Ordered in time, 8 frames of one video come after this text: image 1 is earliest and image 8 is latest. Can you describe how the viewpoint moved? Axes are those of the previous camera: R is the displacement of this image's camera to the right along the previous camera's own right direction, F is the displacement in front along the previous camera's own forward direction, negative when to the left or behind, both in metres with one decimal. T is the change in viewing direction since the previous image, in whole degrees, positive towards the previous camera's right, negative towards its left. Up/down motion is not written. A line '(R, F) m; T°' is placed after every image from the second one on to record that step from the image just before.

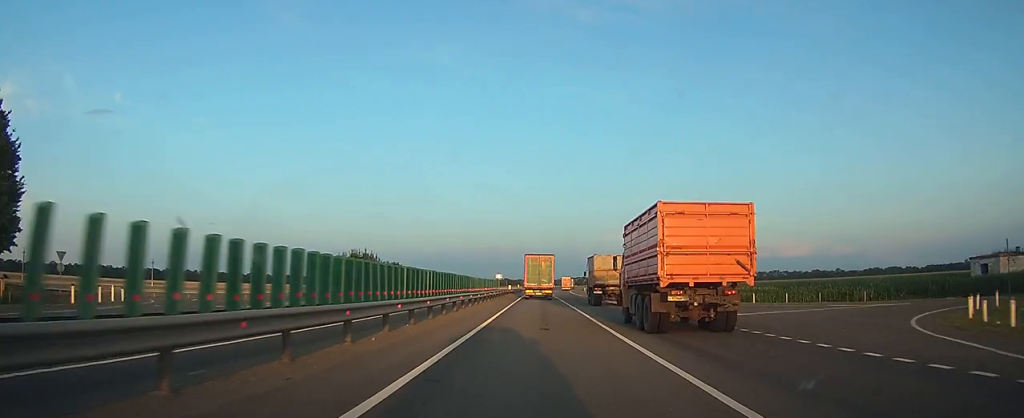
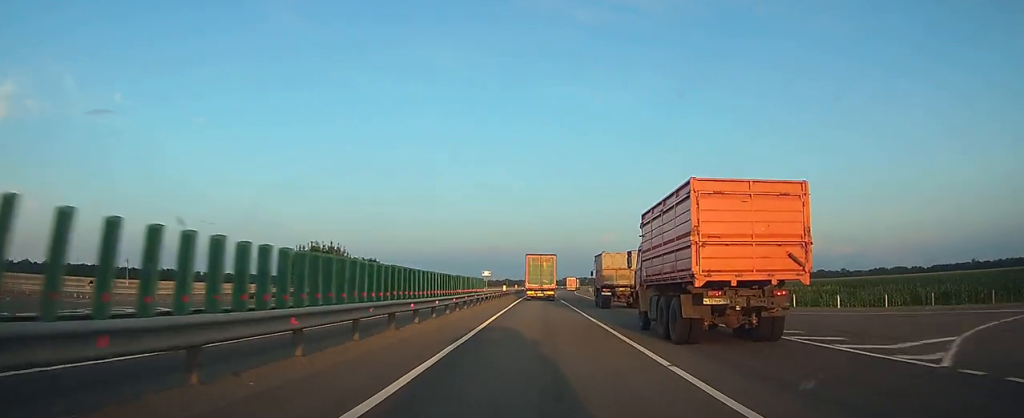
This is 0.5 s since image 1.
(0.0, +14.5) m; 0°
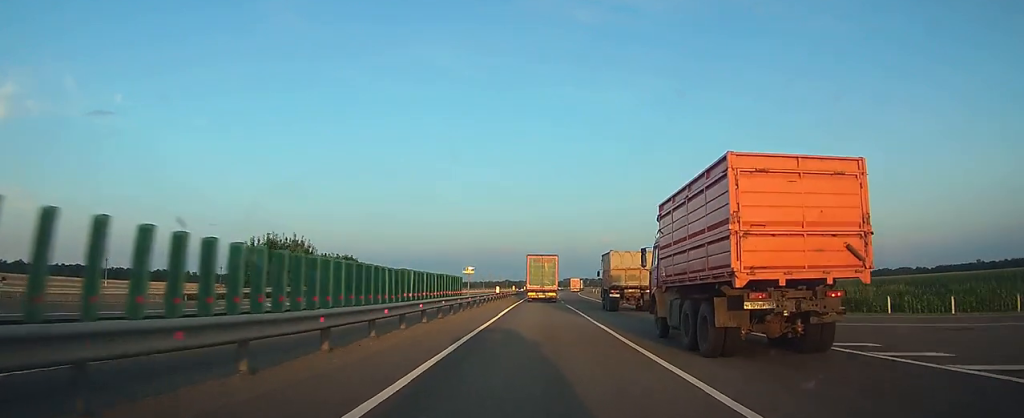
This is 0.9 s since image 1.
(0.0, +10.8) m; 0°
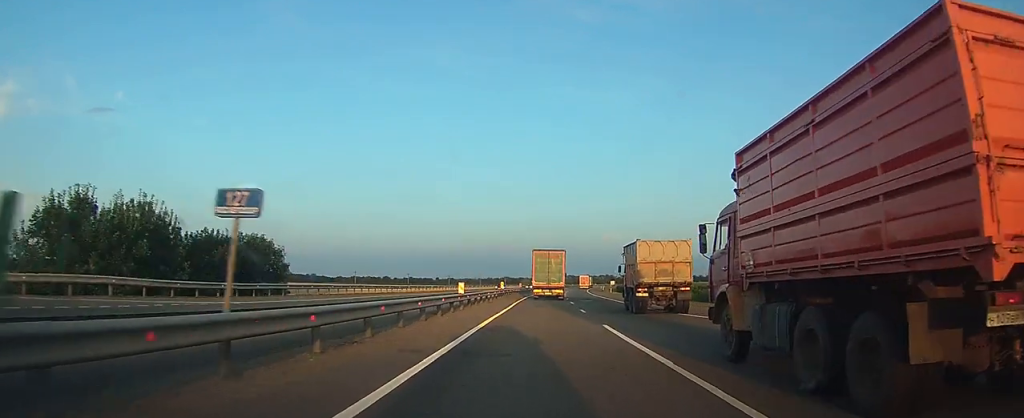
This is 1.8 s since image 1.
(0.0, +24.4) m; 0°
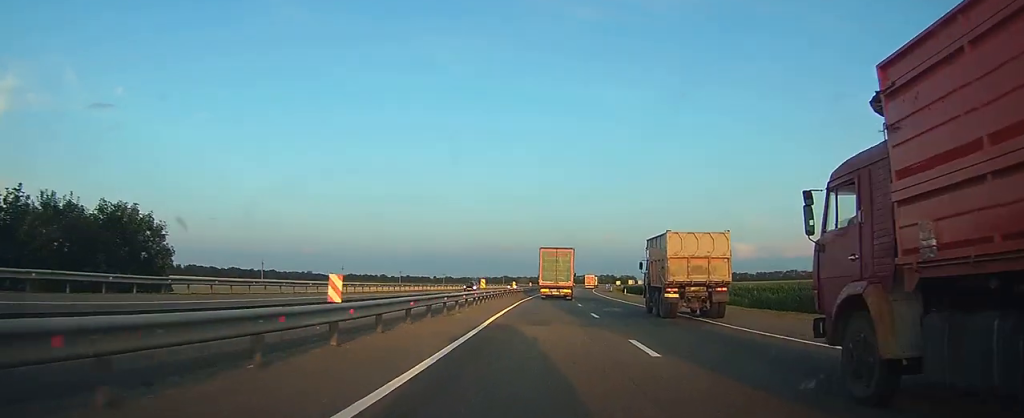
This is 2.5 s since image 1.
(0.0, +17.1) m; 0°
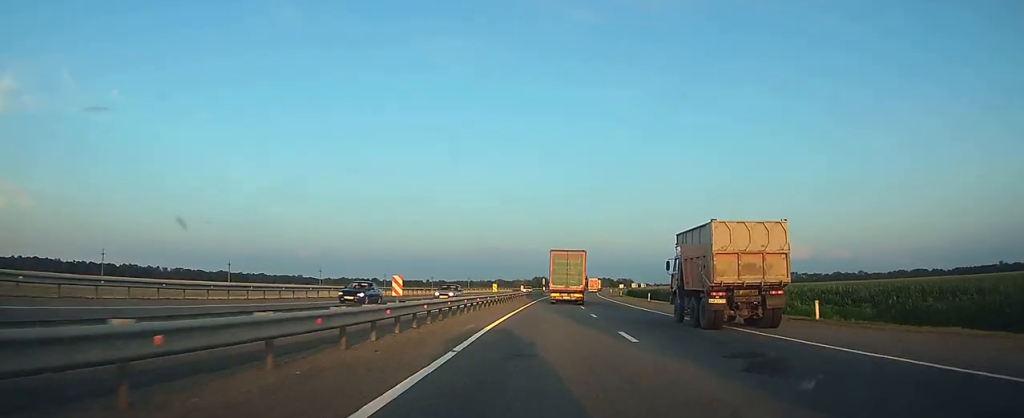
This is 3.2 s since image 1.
(0.0, +20.6) m; 0°
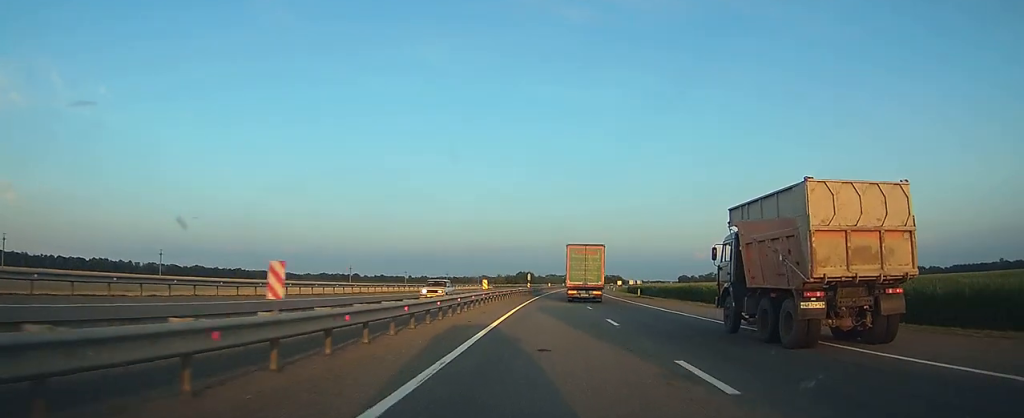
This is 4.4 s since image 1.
(+0.2, +31.4) m; +1°
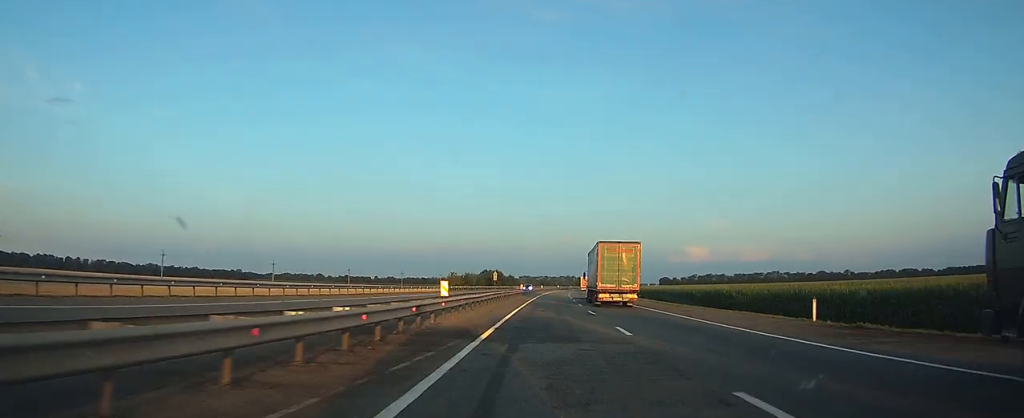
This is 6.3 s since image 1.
(+0.8, +51.0) m; +2°
